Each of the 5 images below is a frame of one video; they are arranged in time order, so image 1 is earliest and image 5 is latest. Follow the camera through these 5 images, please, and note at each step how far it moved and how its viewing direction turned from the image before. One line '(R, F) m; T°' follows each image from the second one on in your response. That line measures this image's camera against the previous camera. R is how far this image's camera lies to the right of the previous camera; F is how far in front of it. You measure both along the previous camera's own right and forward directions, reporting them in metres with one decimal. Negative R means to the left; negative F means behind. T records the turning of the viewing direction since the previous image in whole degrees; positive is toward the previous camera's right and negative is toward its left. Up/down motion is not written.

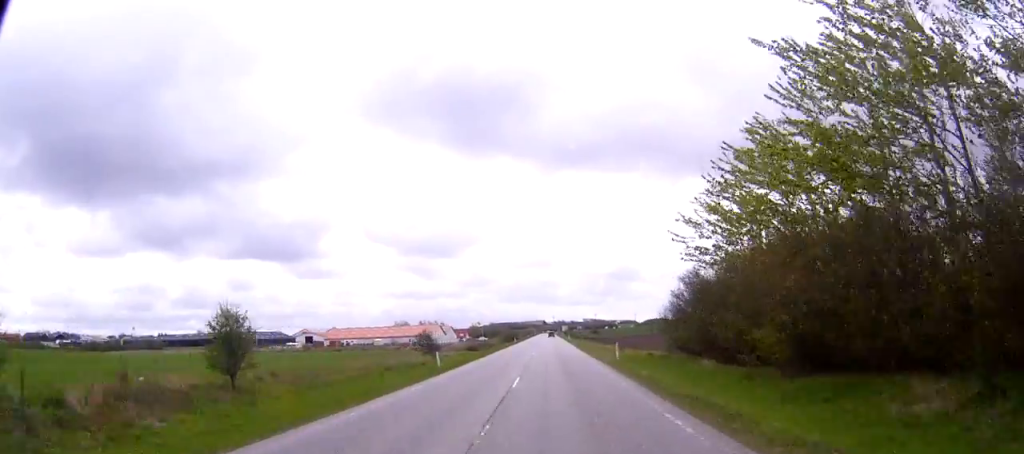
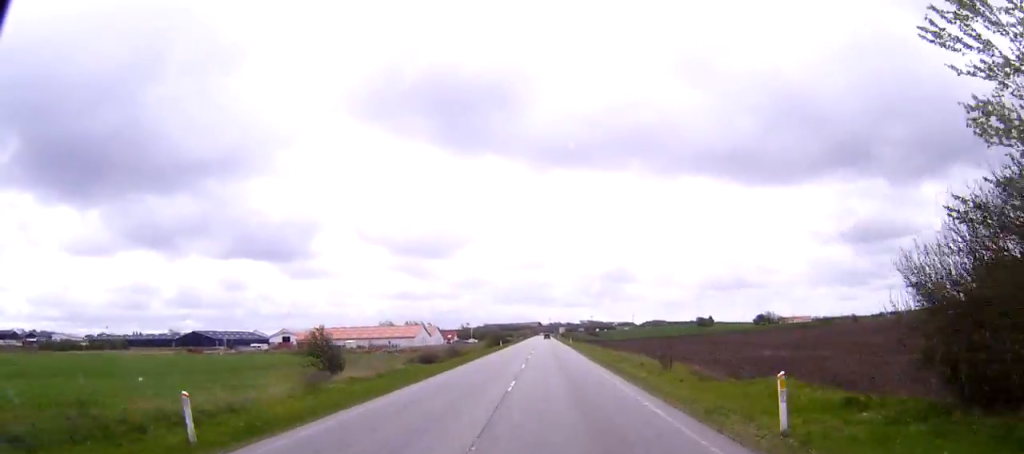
(-0.1, +31.3) m; 0°
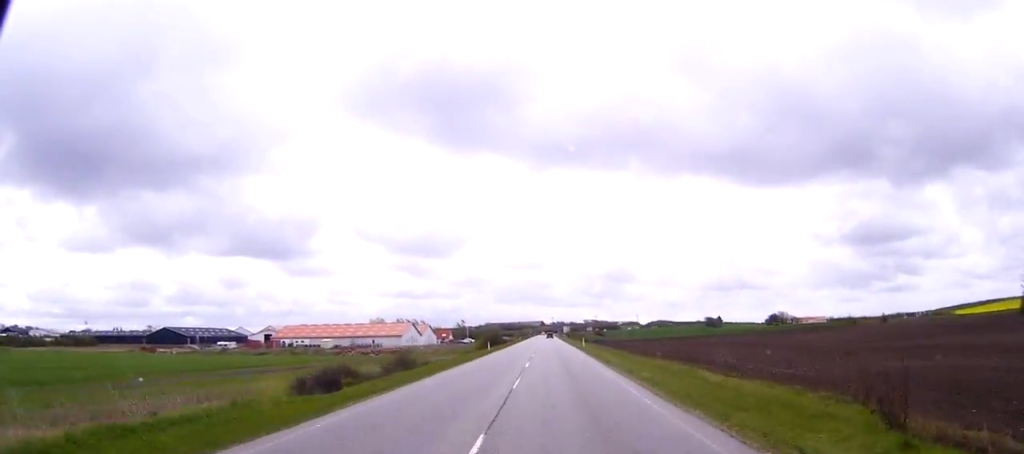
(+0.2, +29.7) m; 0°
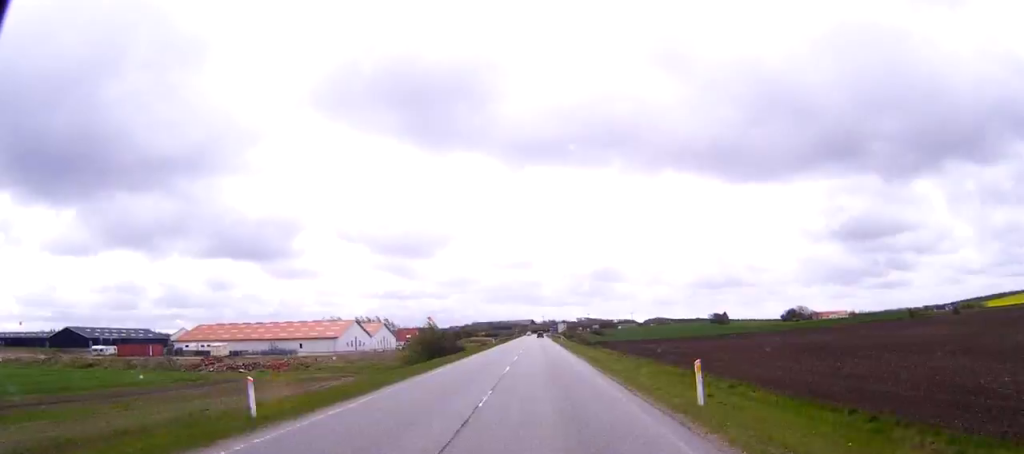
(+0.2, +65.5) m; 0°
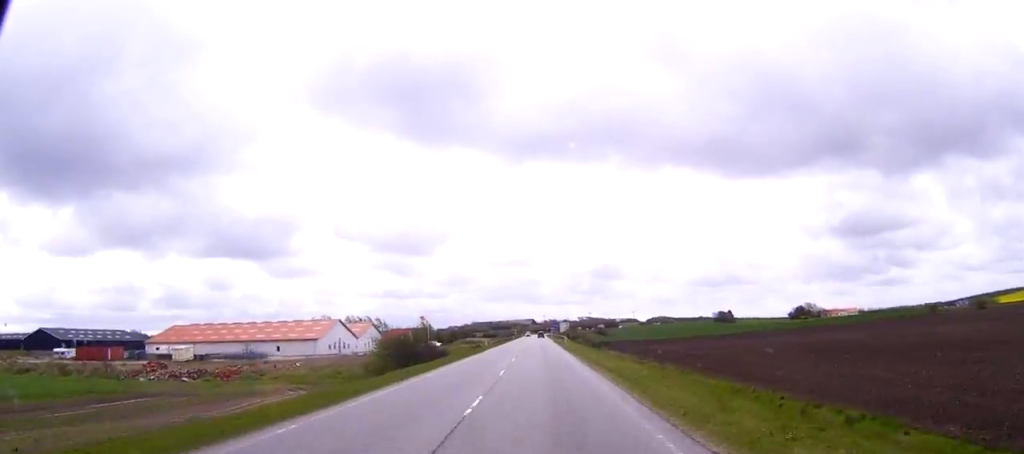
(-0.3, +16.5) m; 0°
